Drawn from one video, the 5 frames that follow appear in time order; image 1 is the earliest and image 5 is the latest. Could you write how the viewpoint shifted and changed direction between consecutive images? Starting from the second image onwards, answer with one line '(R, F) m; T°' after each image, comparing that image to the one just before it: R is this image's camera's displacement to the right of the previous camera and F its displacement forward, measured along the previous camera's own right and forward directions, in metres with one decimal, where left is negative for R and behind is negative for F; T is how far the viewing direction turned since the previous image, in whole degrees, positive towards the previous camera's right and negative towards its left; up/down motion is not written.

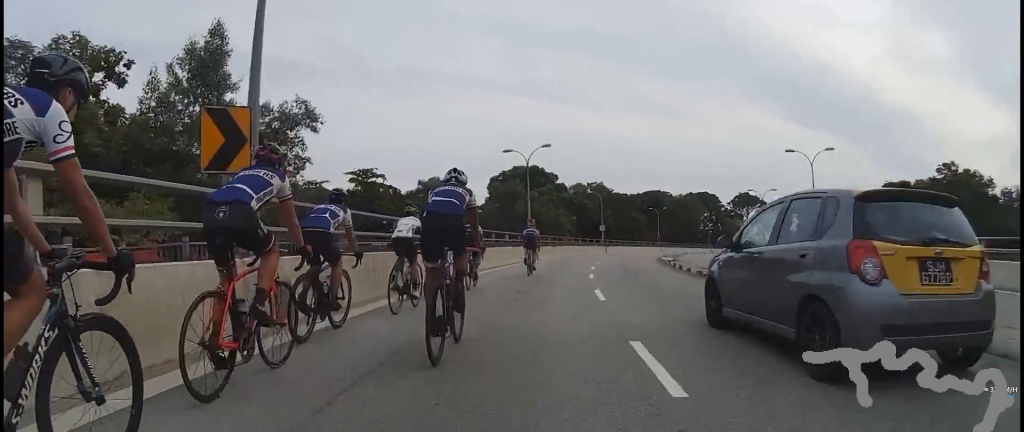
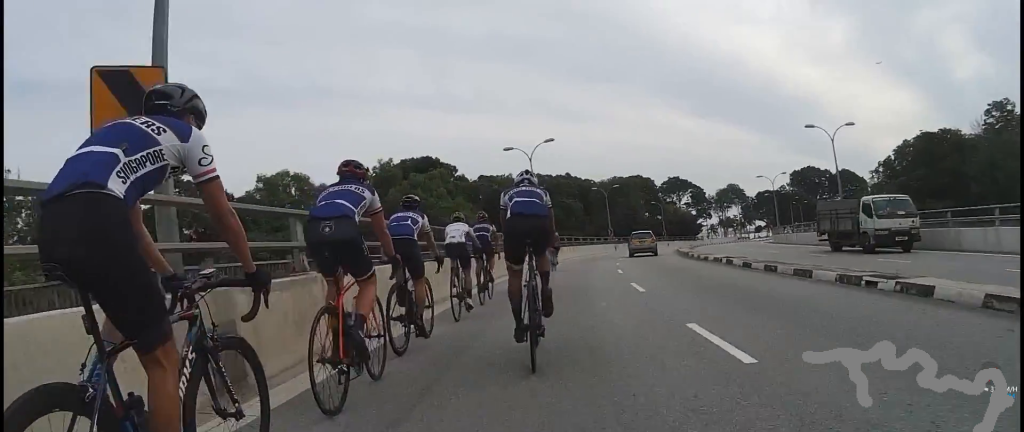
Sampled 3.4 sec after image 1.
(+1.1, +29.9) m; +10°
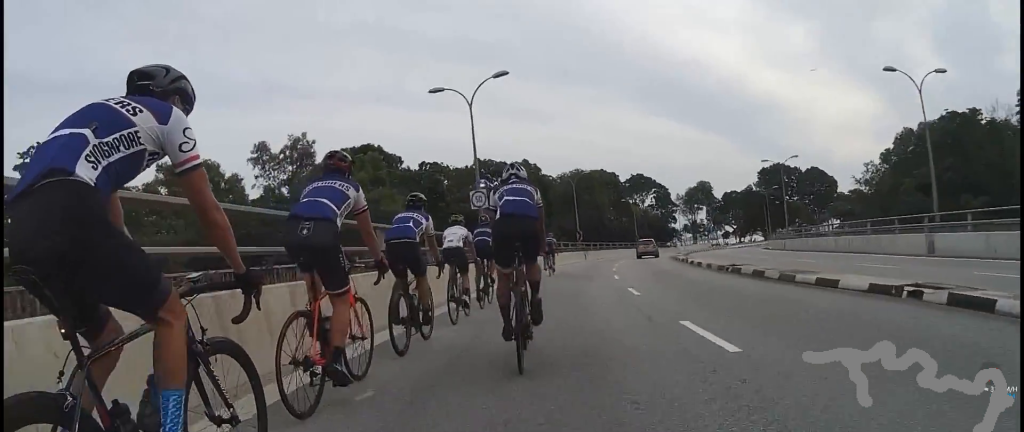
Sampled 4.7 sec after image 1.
(+1.0, +11.5) m; 0°
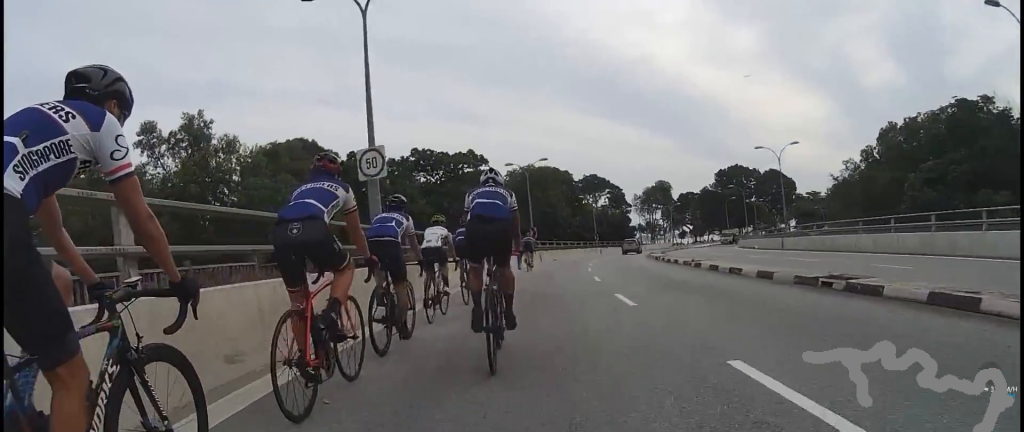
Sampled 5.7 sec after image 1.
(-0.8, +8.1) m; -1°
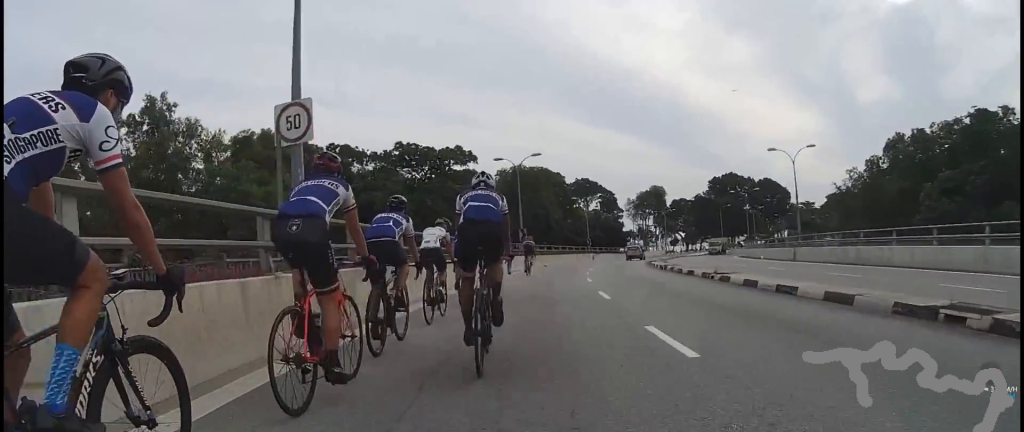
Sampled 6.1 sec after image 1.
(-0.1, +3.3) m; +2°
